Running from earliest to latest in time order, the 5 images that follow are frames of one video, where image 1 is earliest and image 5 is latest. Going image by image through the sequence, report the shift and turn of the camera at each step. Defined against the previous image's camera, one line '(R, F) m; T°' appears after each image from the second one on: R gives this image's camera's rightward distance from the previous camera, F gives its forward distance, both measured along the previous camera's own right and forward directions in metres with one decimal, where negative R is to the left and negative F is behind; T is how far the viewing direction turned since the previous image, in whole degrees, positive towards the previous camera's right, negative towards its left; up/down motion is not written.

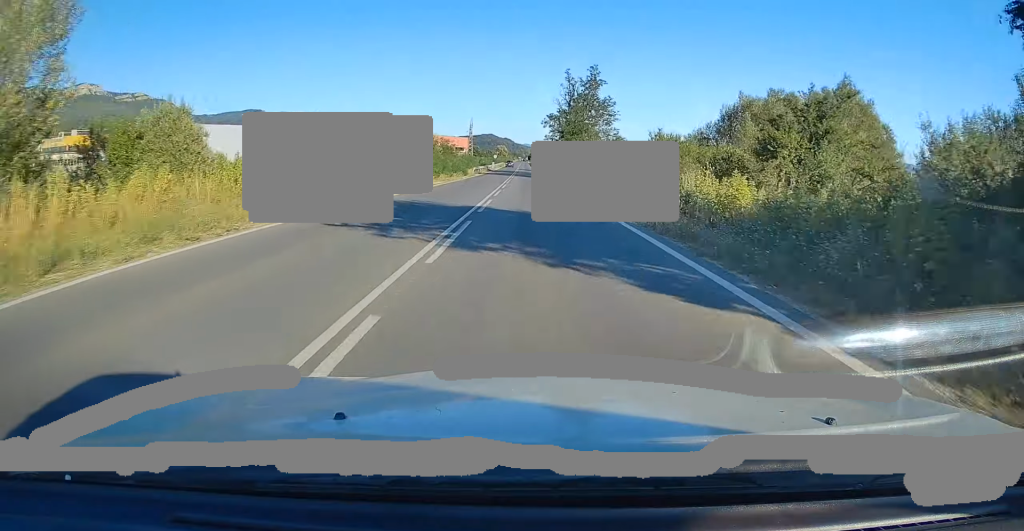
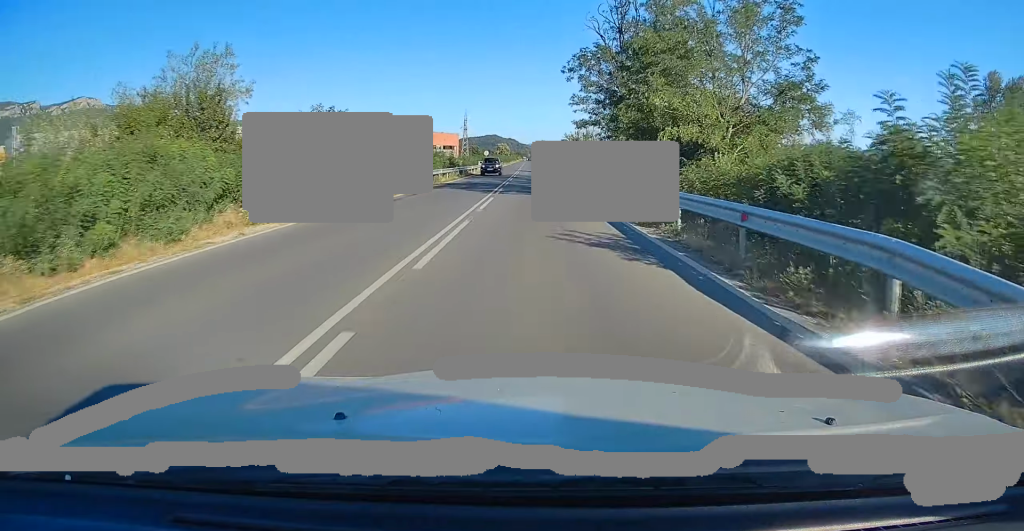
(-0.4, +44.7) m; 0°
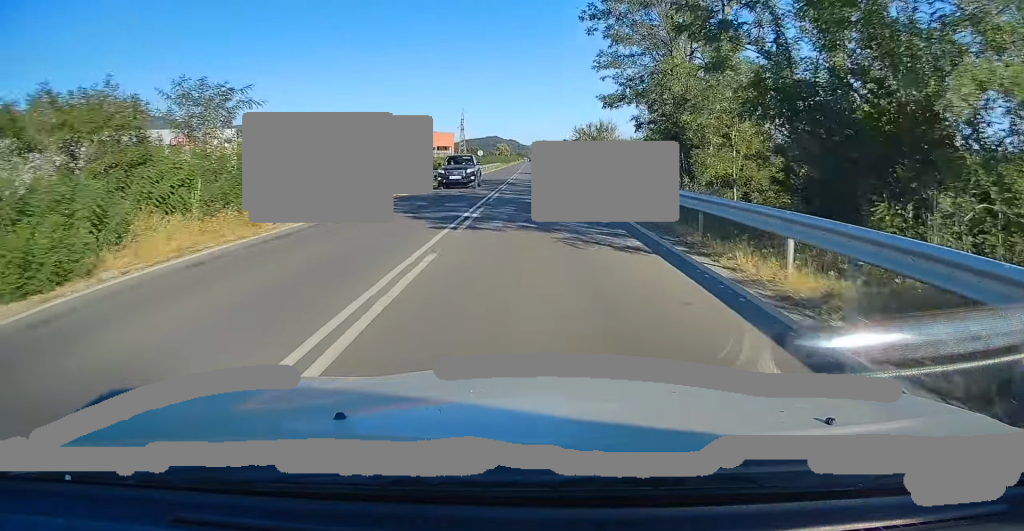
(+0.2, +13.8) m; 0°
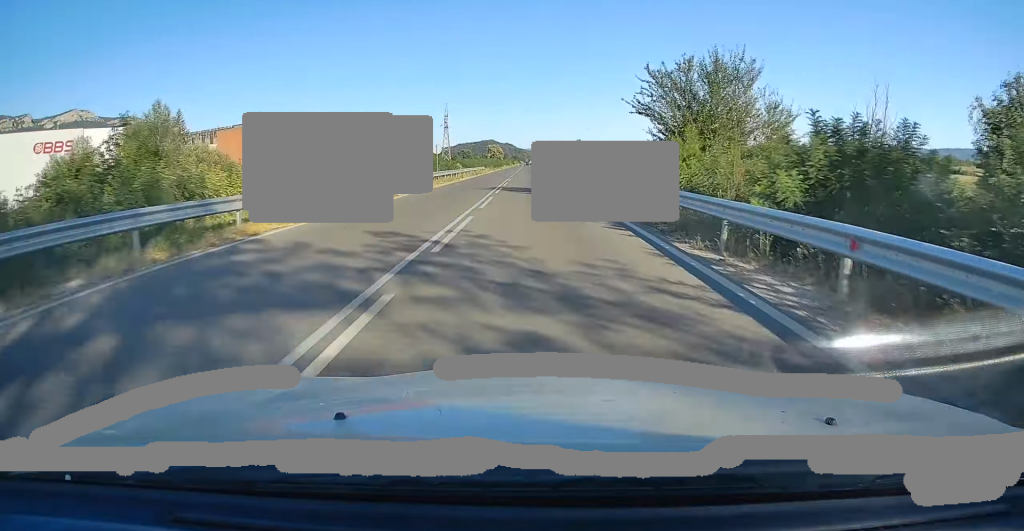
(-0.5, +37.4) m; -1°
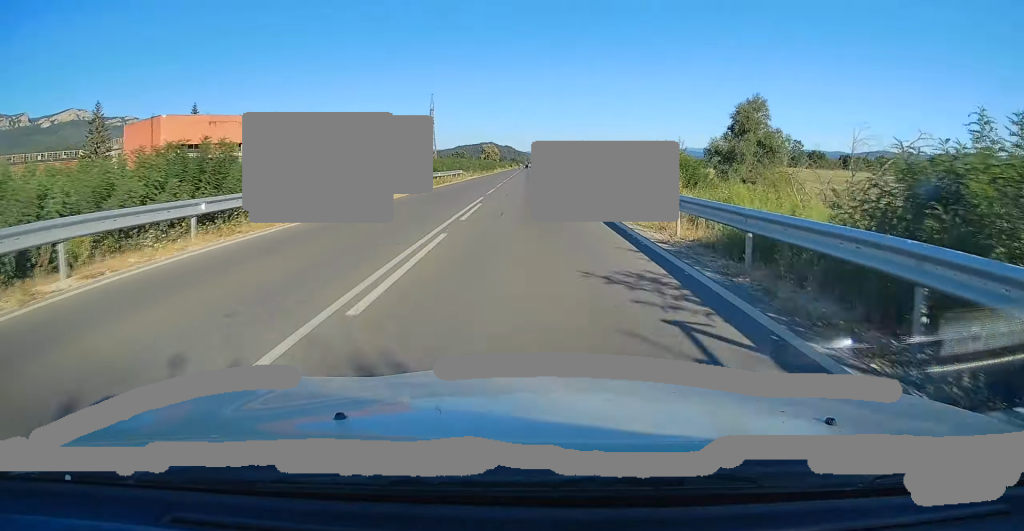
(0.0, +29.6) m; 0°
